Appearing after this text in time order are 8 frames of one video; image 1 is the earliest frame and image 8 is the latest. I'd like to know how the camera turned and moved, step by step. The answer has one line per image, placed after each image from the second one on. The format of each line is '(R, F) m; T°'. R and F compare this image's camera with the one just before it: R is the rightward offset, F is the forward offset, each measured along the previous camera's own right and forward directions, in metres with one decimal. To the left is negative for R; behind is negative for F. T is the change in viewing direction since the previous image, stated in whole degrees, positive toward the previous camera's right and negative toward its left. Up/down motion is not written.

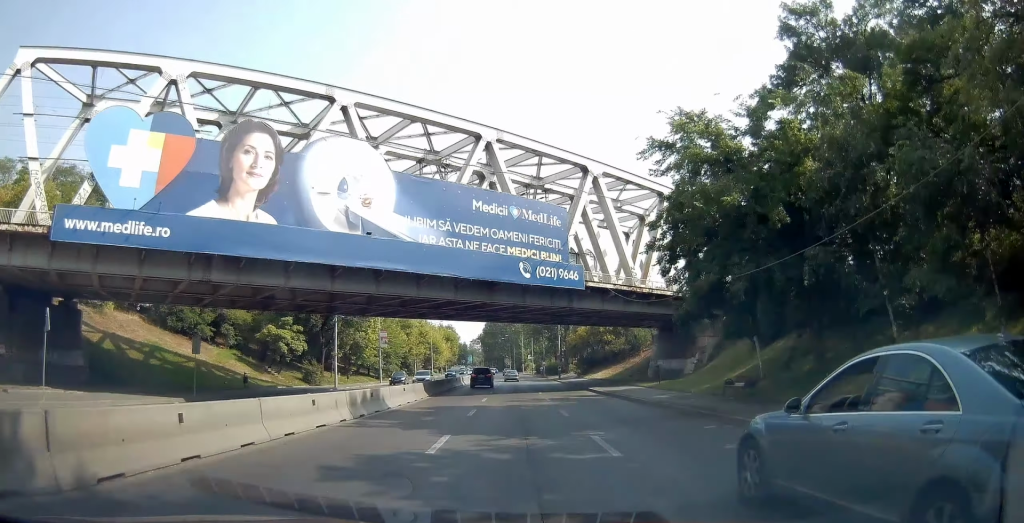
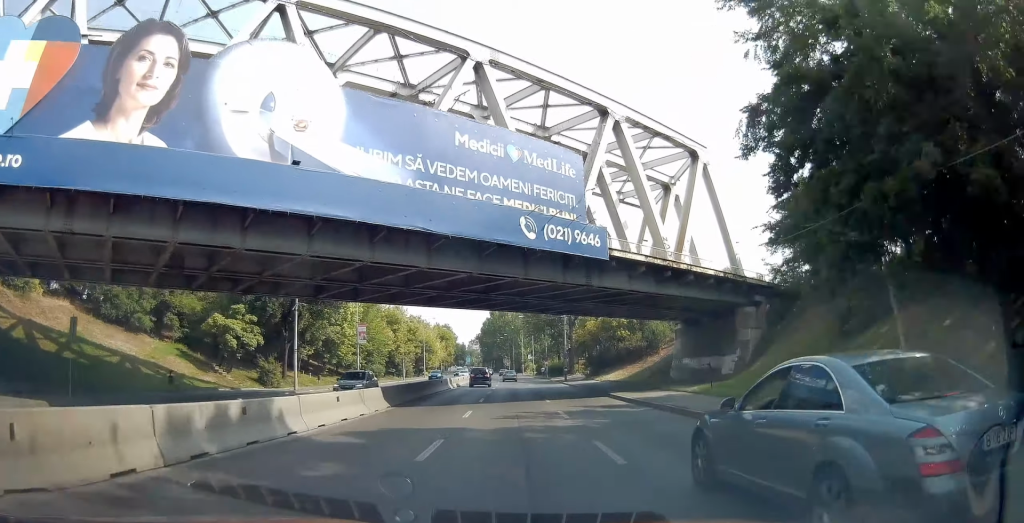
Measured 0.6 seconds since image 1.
(0.0, +10.0) m; 0°
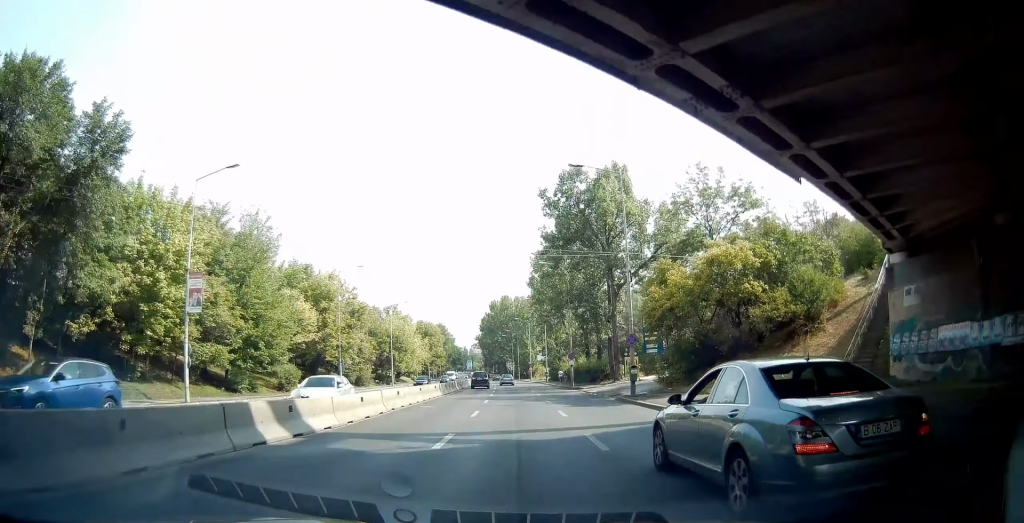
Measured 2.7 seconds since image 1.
(+0.1, +33.5) m; -1°
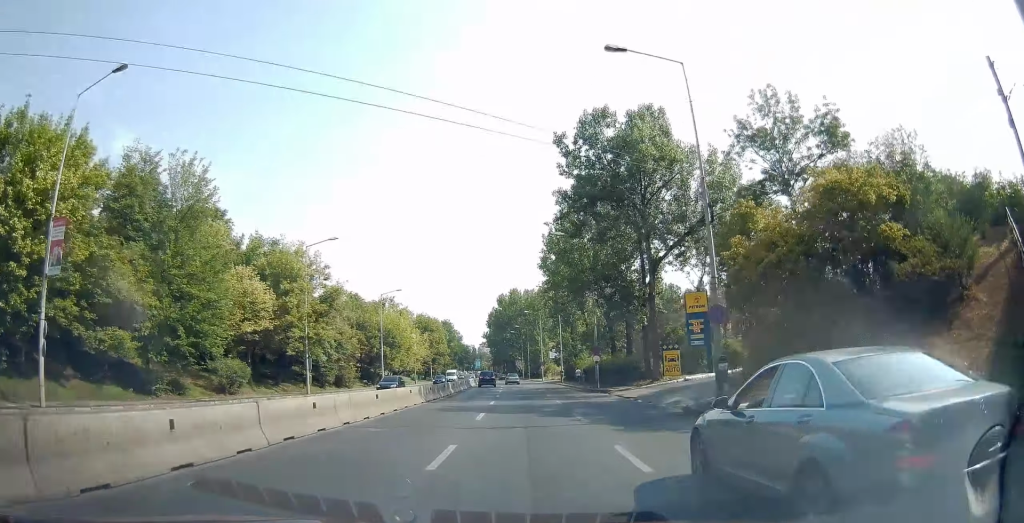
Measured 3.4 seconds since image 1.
(-0.1, +11.1) m; -1°
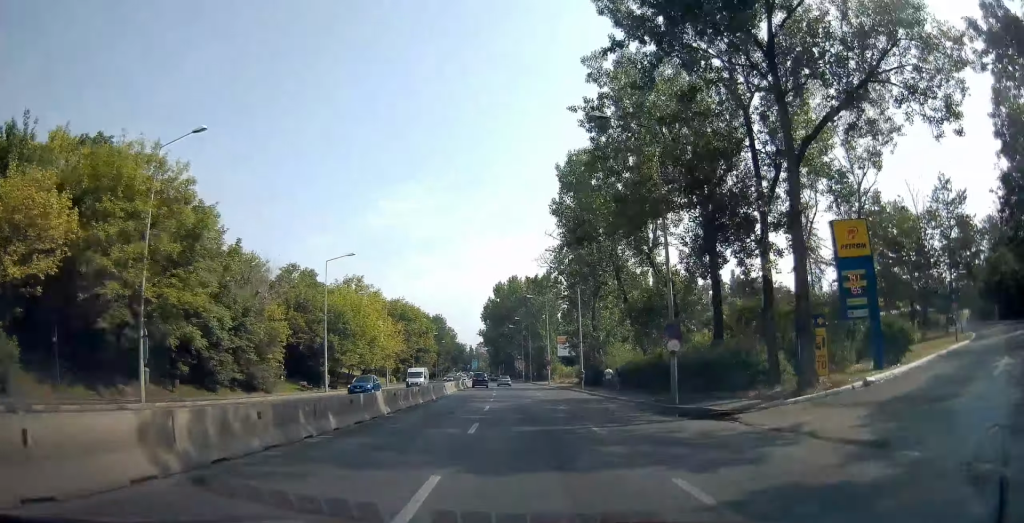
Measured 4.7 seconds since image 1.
(-0.2, +21.0) m; 0°
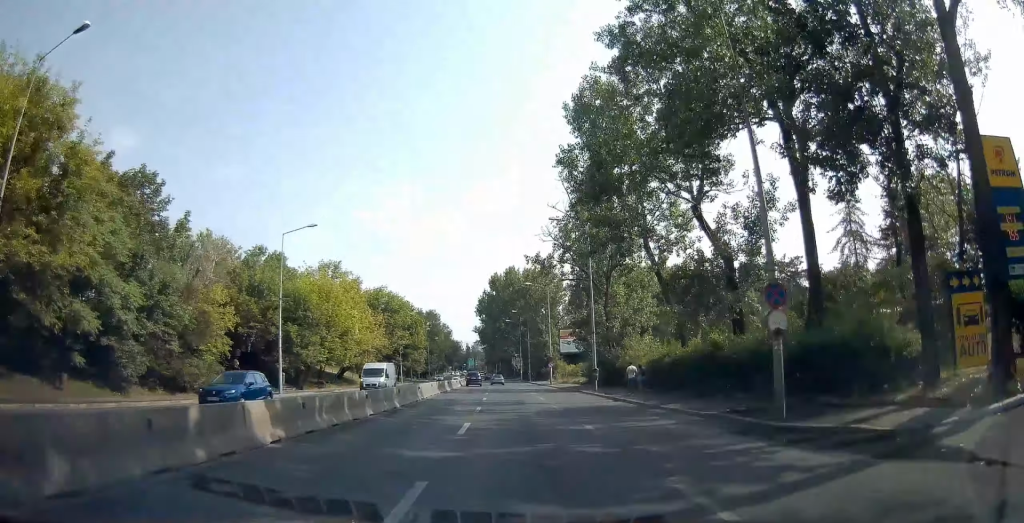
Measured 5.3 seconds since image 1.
(0.0, +9.5) m; 0°
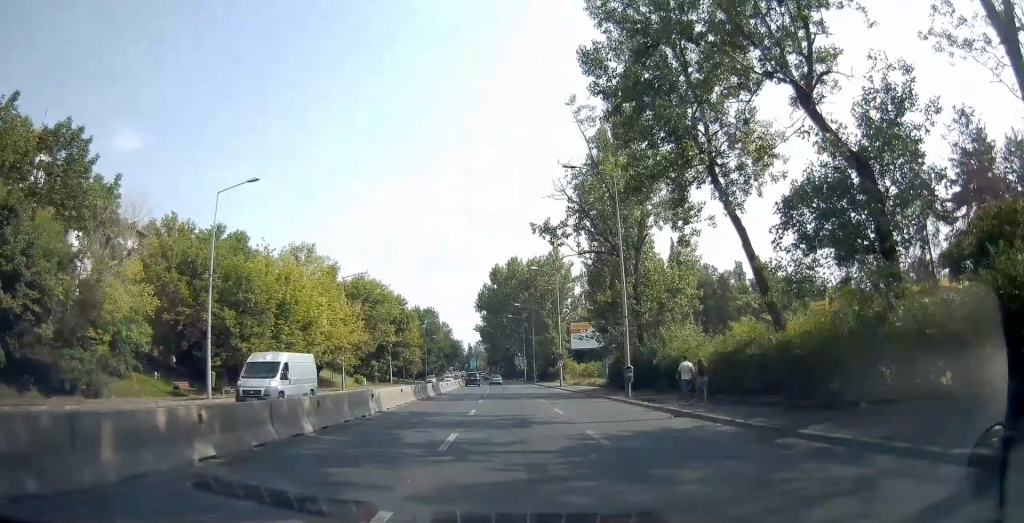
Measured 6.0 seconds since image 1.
(+0.1, +10.8) m; 0°
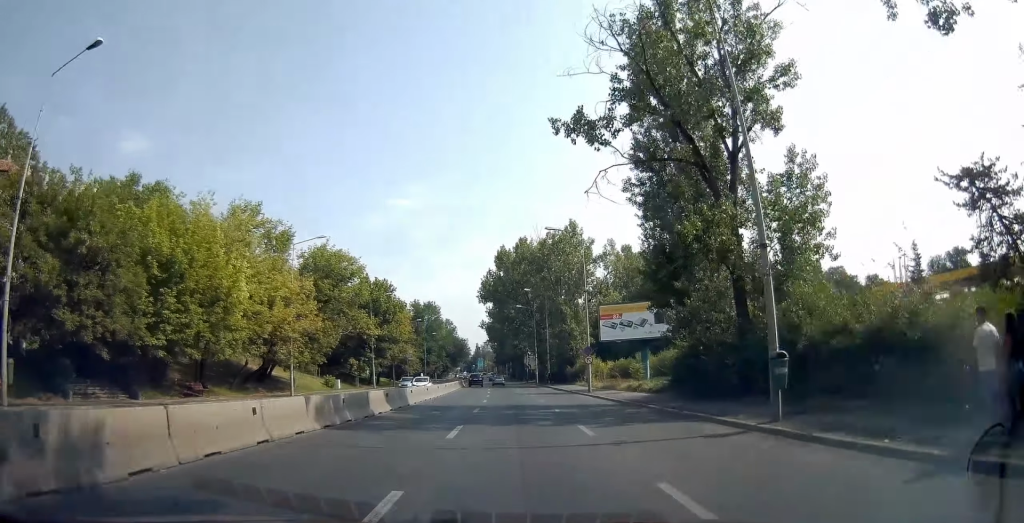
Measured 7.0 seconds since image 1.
(-0.2, +15.6) m; -1°
